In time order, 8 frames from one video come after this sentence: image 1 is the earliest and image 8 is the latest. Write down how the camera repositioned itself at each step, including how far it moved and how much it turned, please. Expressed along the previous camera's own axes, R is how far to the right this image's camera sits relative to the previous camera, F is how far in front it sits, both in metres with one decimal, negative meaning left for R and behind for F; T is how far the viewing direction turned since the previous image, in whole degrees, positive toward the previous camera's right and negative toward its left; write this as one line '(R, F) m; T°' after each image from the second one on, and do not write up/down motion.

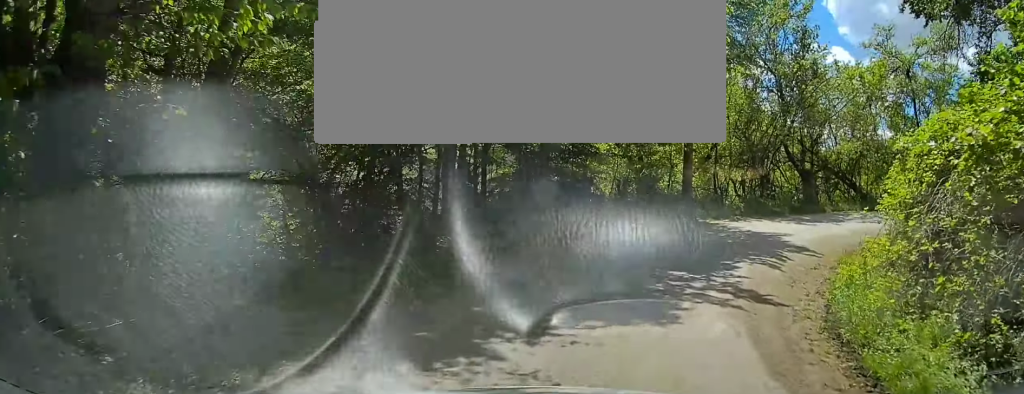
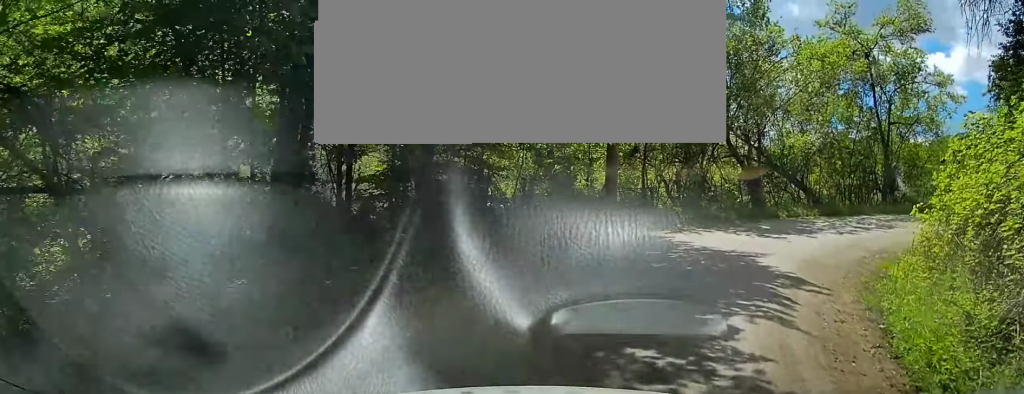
(+0.3, +3.9) m; +9°
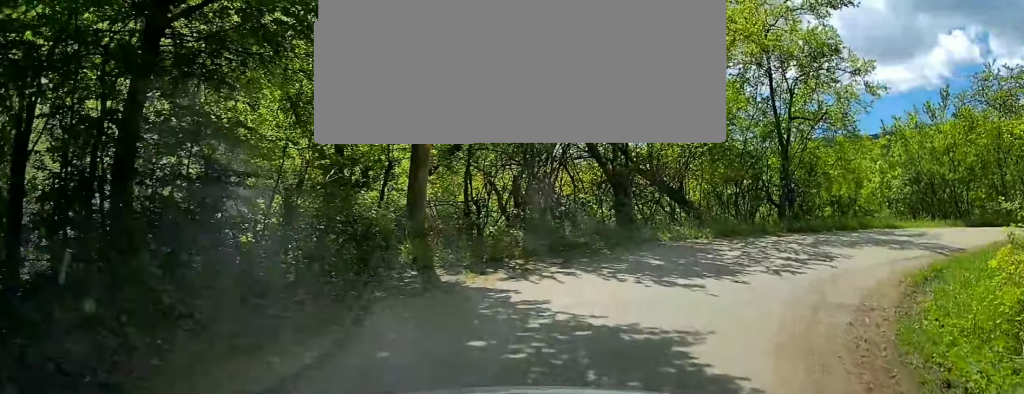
(+0.6, +5.2) m; +10°
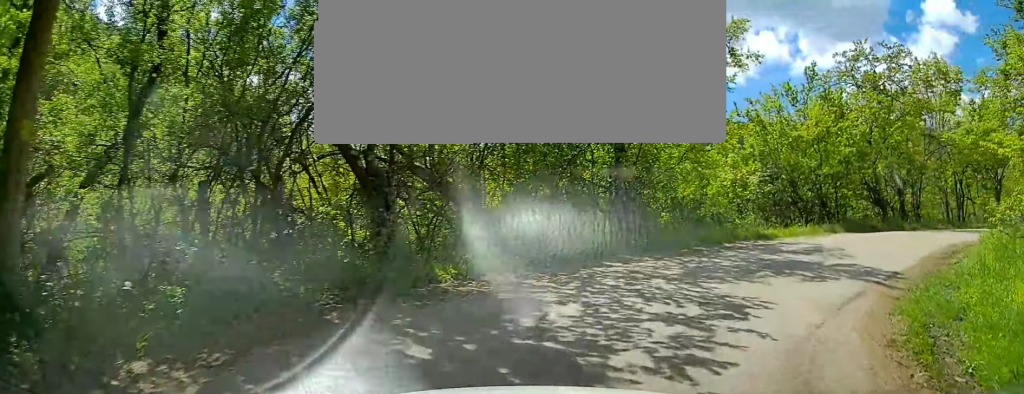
(+0.4, +5.4) m; +14°
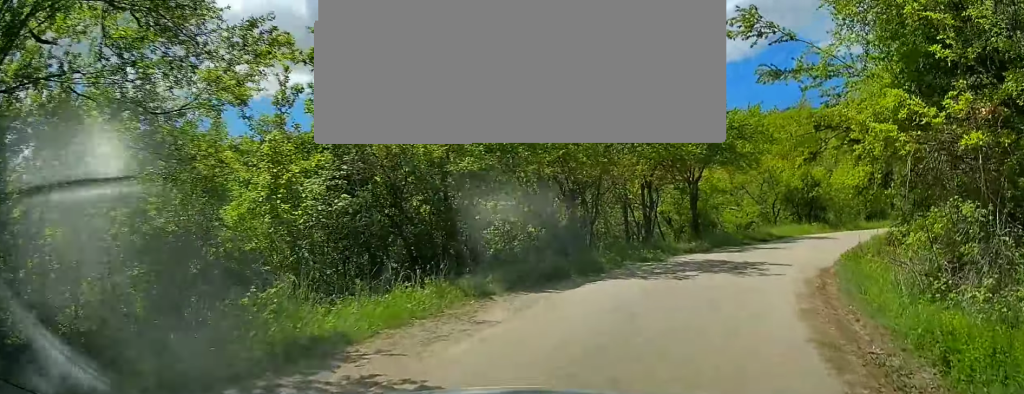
(+3.2, +8.9) m; +43°
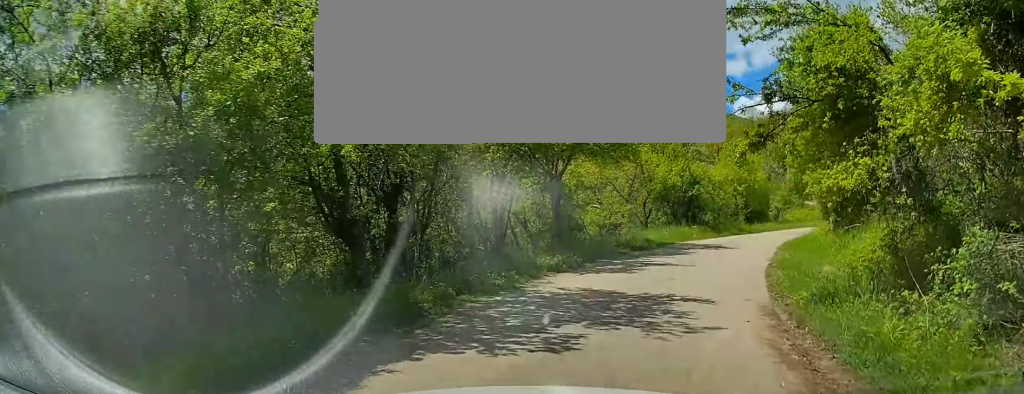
(+0.8, +4.4) m; +13°
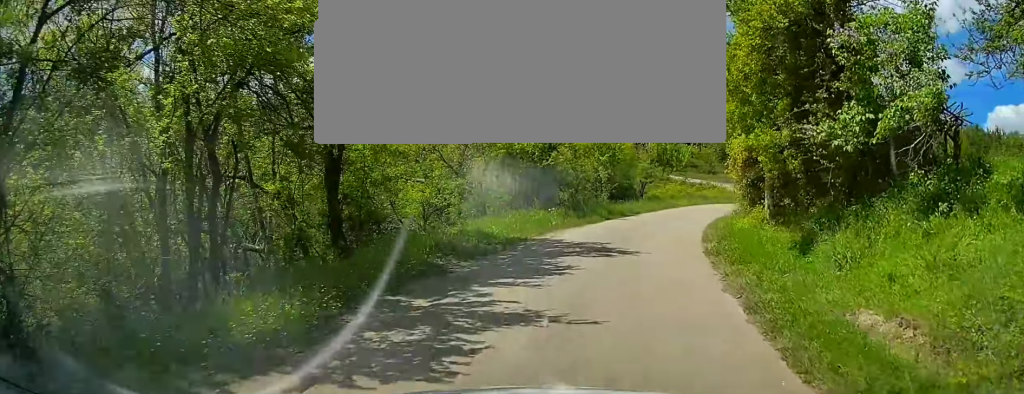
(+0.9, +7.4) m; +11°
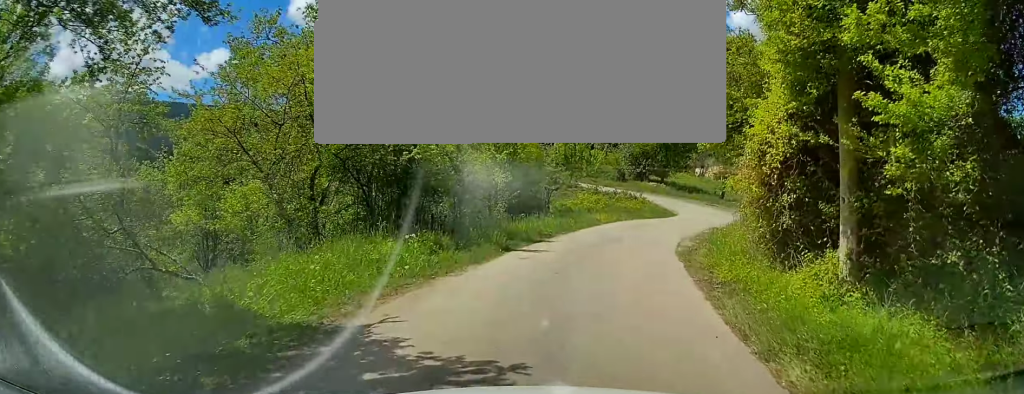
(+0.5, +7.5) m; +9°
